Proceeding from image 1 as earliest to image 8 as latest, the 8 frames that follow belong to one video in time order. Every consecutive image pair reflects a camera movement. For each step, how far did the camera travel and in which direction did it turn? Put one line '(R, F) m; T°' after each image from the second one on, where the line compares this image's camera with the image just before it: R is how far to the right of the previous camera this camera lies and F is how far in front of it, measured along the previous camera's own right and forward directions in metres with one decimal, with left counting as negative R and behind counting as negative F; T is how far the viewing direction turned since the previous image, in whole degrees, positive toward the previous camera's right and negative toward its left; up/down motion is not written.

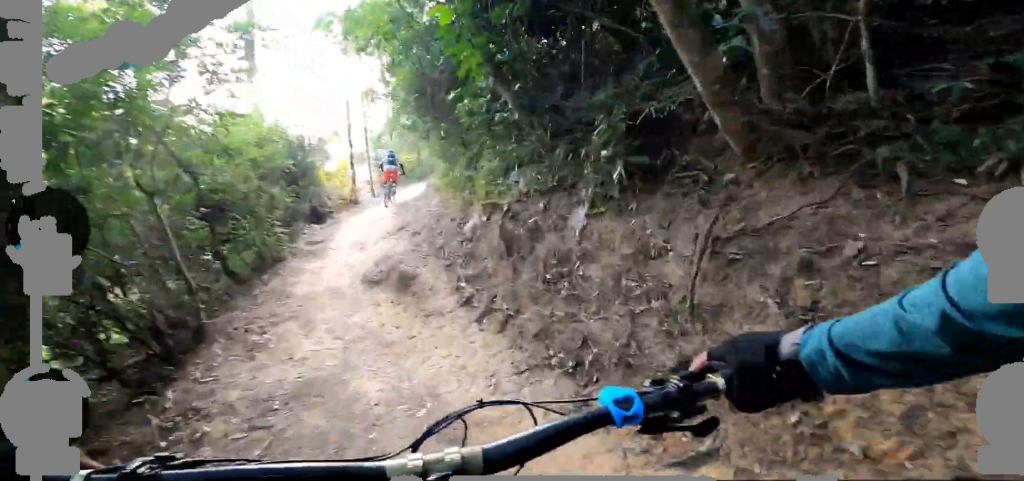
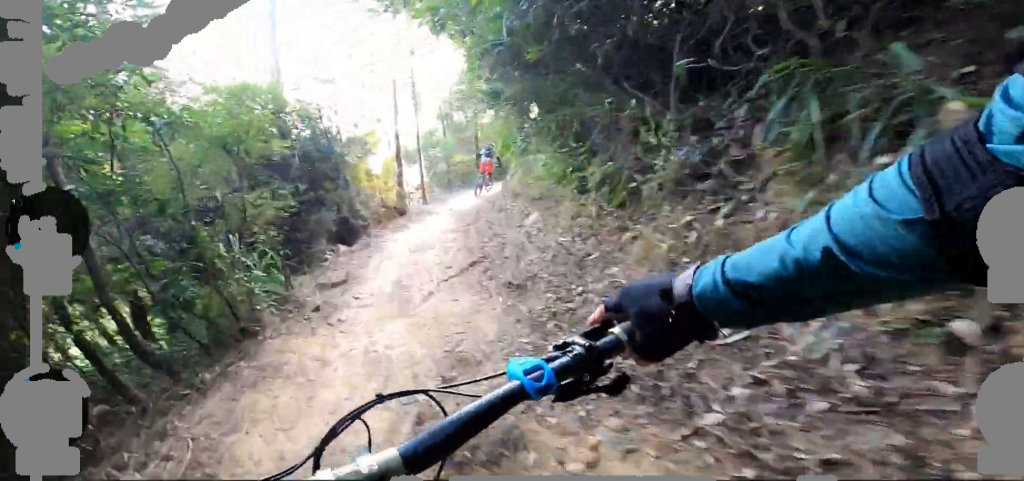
(+0.2, +3.6) m; +7°
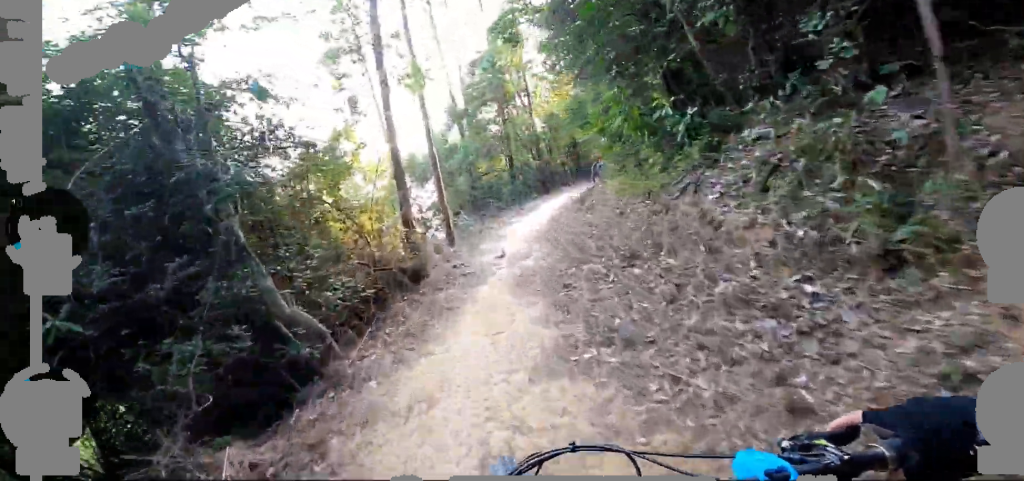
(+0.2, +4.7) m; +10°
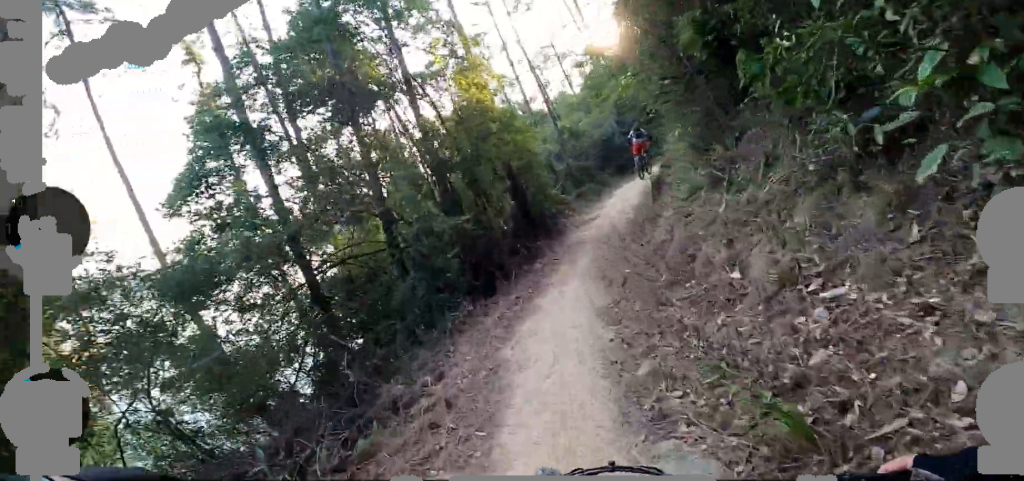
(+0.9, +6.9) m; +10°
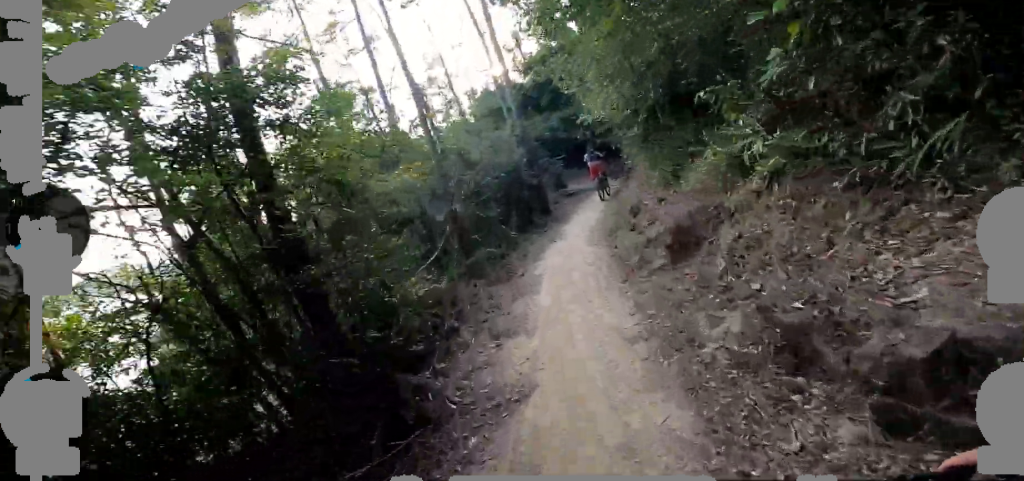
(+0.1, +4.8) m; +6°
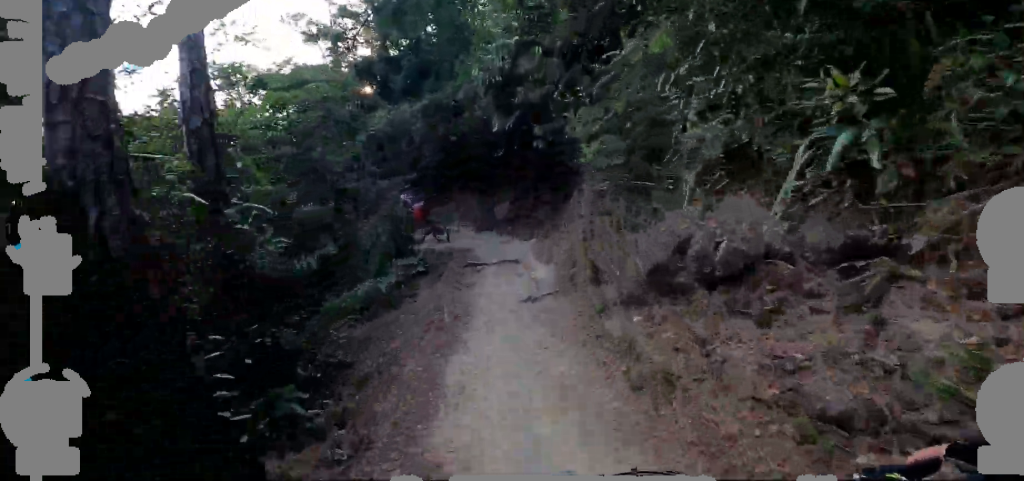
(-0.1, +8.8) m; -16°
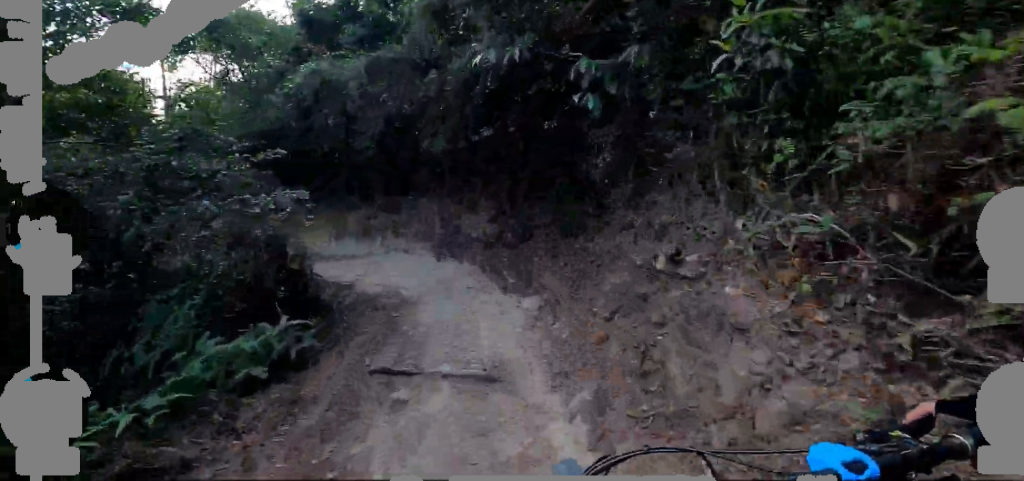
(-0.5, +3.4) m; -15°
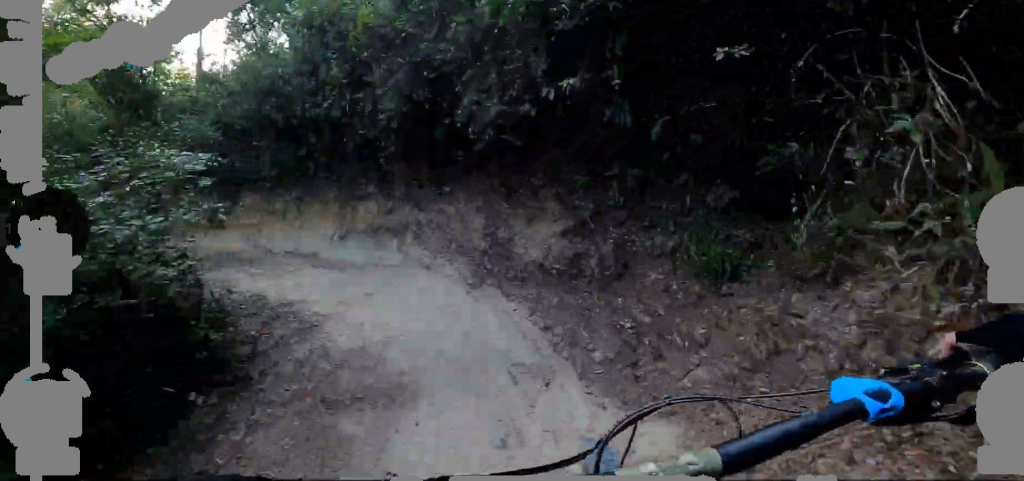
(-0.2, +2.0) m; +3°
